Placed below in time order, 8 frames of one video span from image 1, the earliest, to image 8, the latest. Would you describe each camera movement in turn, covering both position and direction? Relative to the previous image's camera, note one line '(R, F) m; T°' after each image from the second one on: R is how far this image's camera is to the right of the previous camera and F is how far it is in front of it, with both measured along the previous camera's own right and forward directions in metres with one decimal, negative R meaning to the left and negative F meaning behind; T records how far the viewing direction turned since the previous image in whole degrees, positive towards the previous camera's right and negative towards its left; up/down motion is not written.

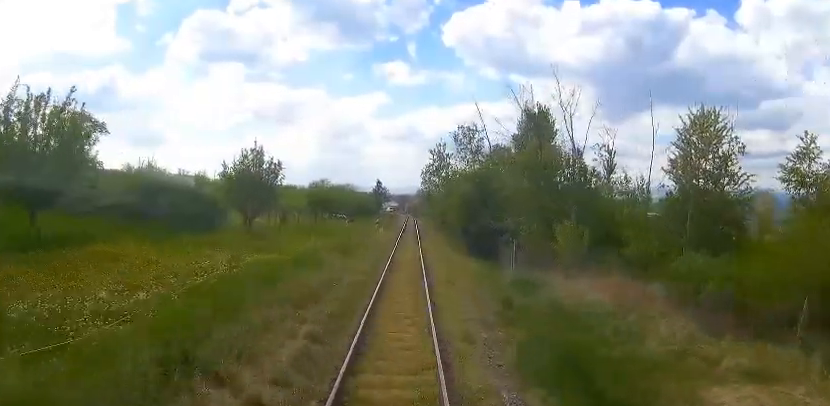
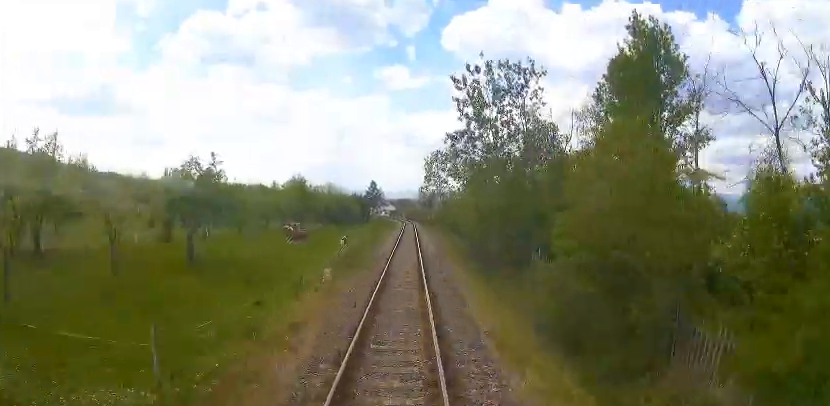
(-0.2, +29.4) m; +1°
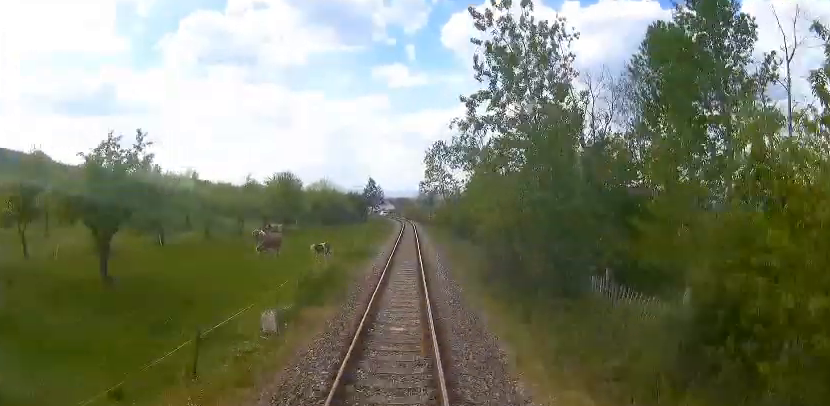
(-0.1, +7.1) m; -1°
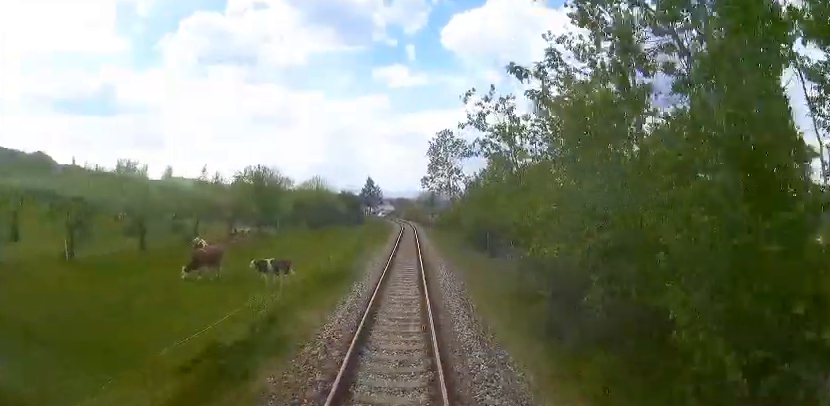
(-0.2, +9.1) m; -2°
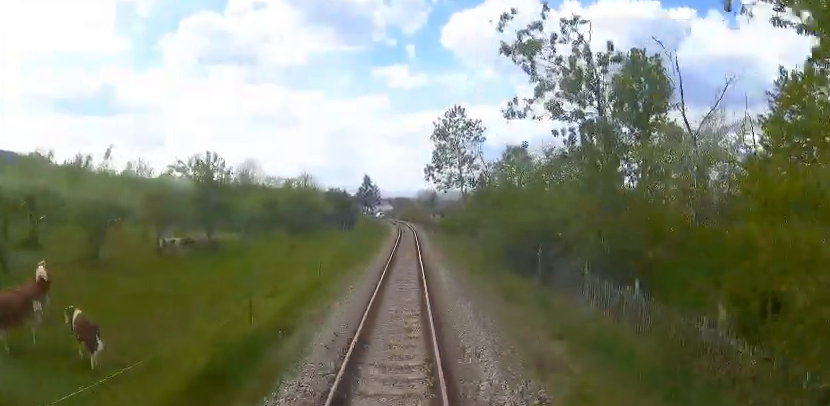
(0.0, +11.1) m; 0°
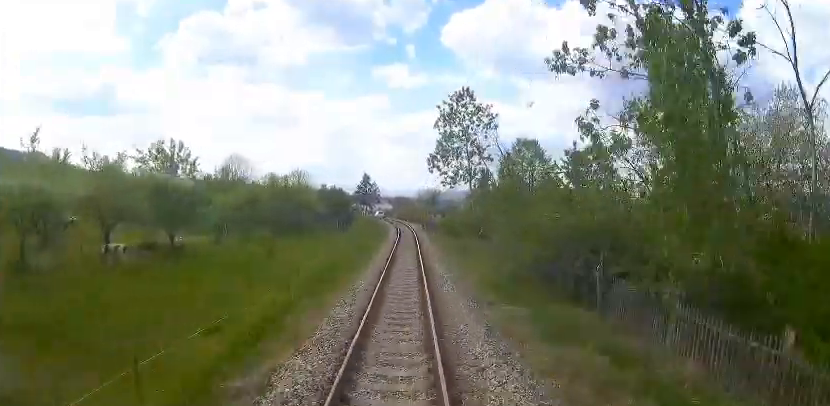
(0.0, +5.4) m; 0°
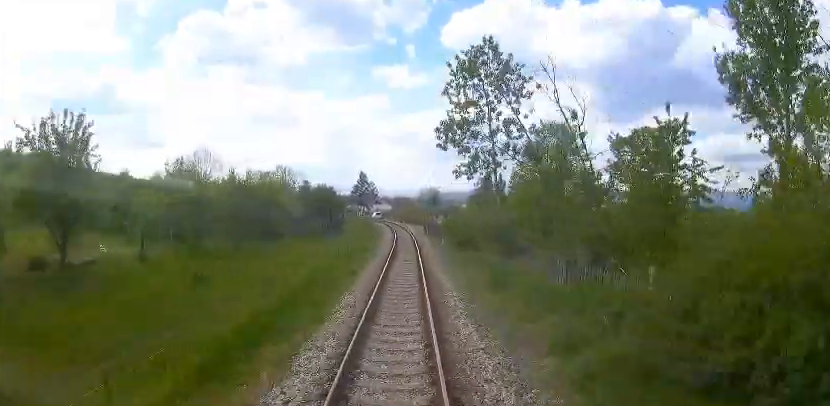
(0.0, +9.8) m; 0°
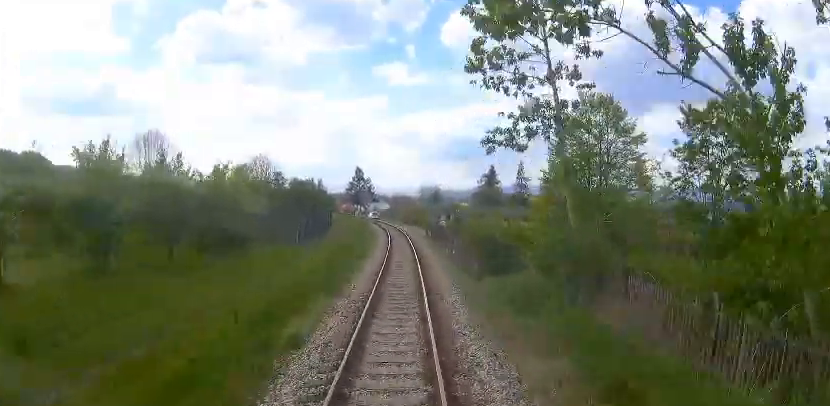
(0.0, +10.2) m; 0°
